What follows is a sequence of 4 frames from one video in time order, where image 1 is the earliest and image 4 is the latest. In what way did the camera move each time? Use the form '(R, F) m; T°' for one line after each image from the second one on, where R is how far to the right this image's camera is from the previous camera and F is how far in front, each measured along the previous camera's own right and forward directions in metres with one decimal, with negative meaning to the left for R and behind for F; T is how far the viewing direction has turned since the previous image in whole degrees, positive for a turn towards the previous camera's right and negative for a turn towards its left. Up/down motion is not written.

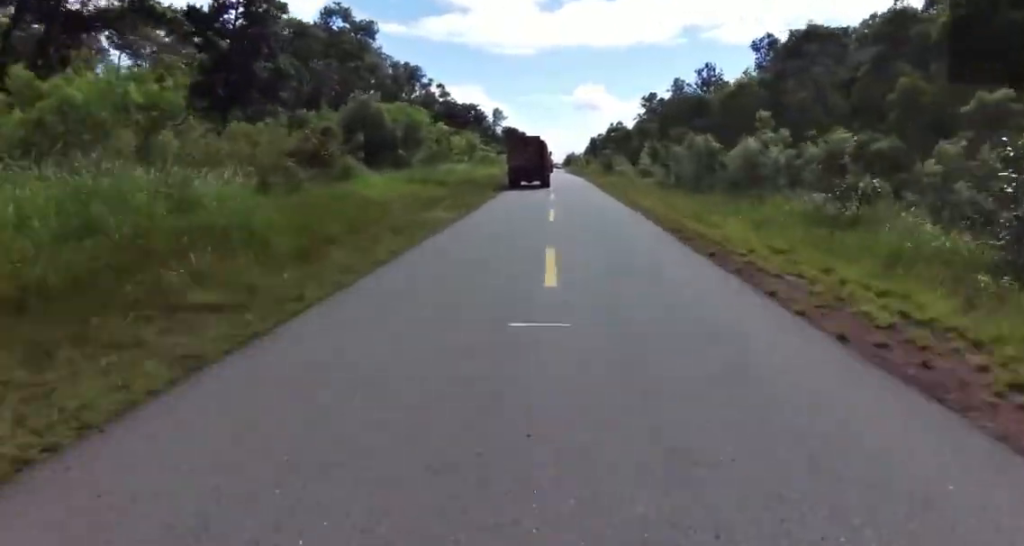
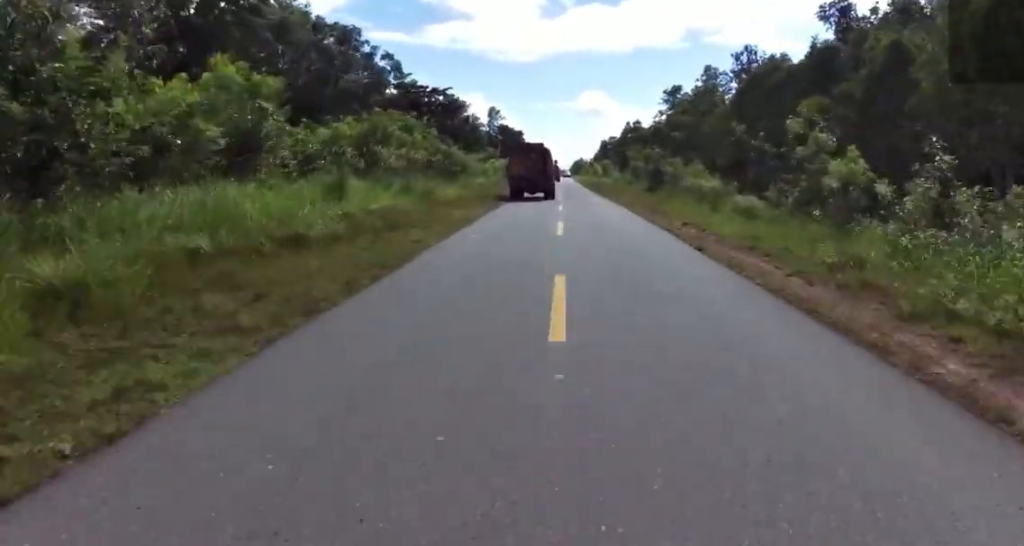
(-1.4, +34.3) m; -1°
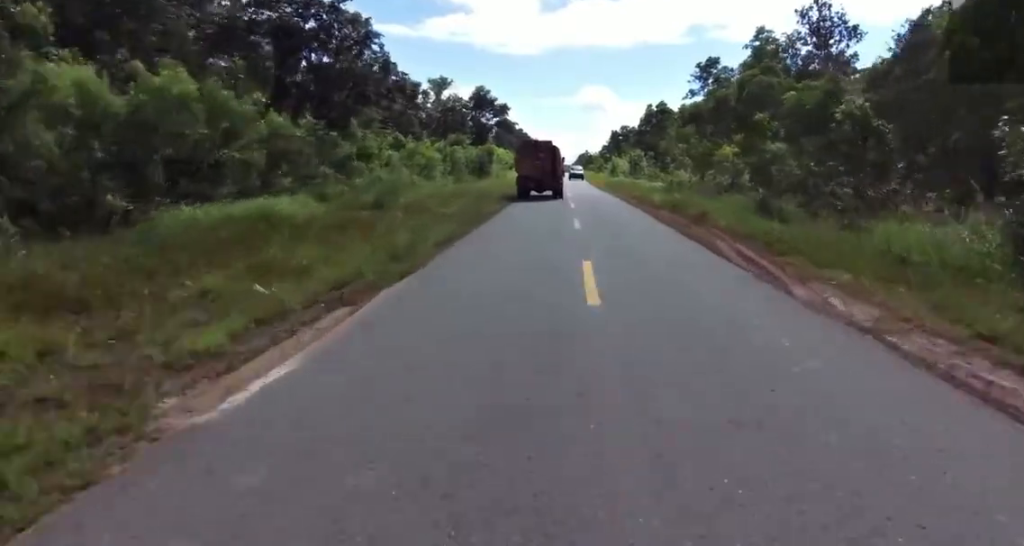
(+2.7, +37.7) m; +1°
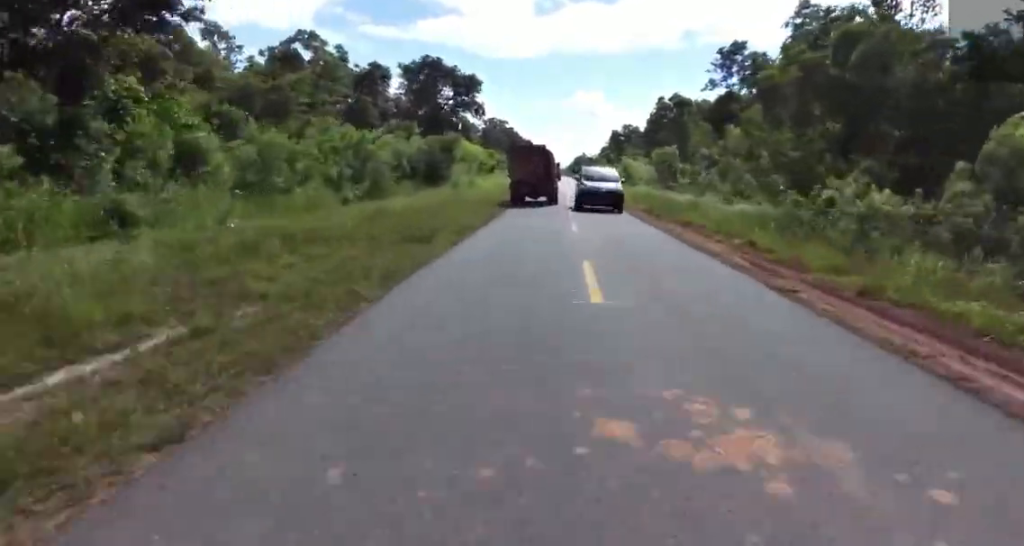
(-1.3, +24.1) m; -2°
